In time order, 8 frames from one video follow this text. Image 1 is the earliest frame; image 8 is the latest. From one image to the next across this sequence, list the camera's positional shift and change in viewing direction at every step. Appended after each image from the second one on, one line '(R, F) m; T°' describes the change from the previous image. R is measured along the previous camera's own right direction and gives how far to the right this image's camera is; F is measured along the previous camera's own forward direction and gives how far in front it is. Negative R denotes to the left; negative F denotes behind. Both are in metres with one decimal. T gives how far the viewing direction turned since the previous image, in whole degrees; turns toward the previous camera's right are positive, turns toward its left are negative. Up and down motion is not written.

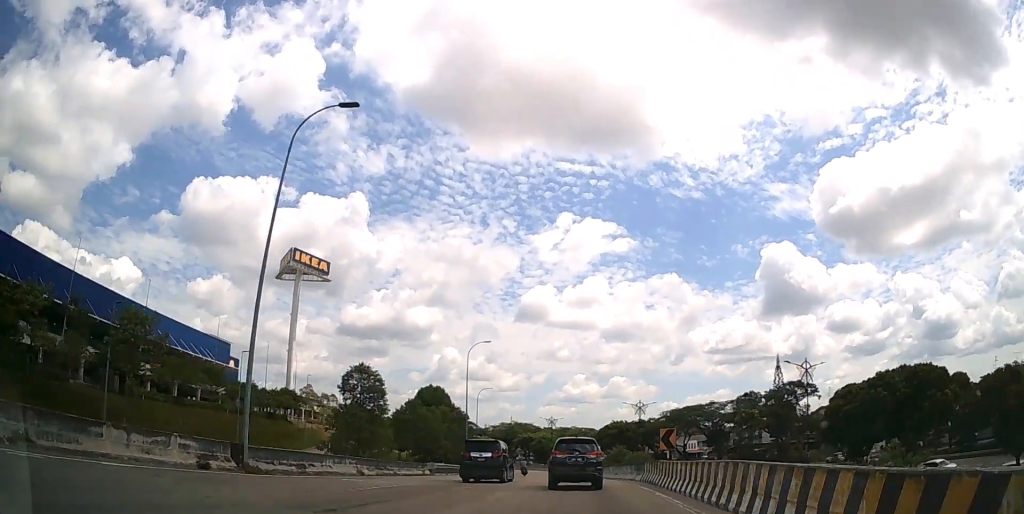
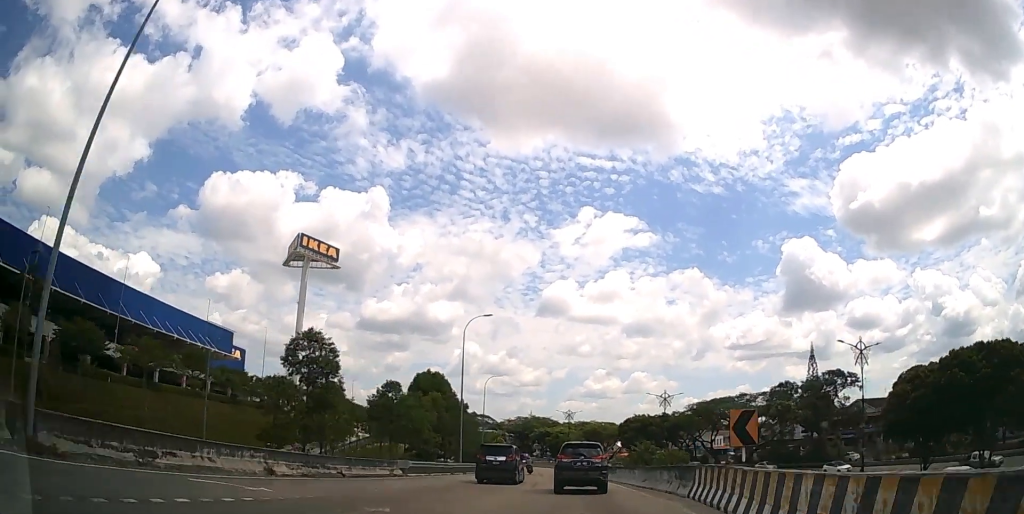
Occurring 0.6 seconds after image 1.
(-0.1, +9.3) m; -2°
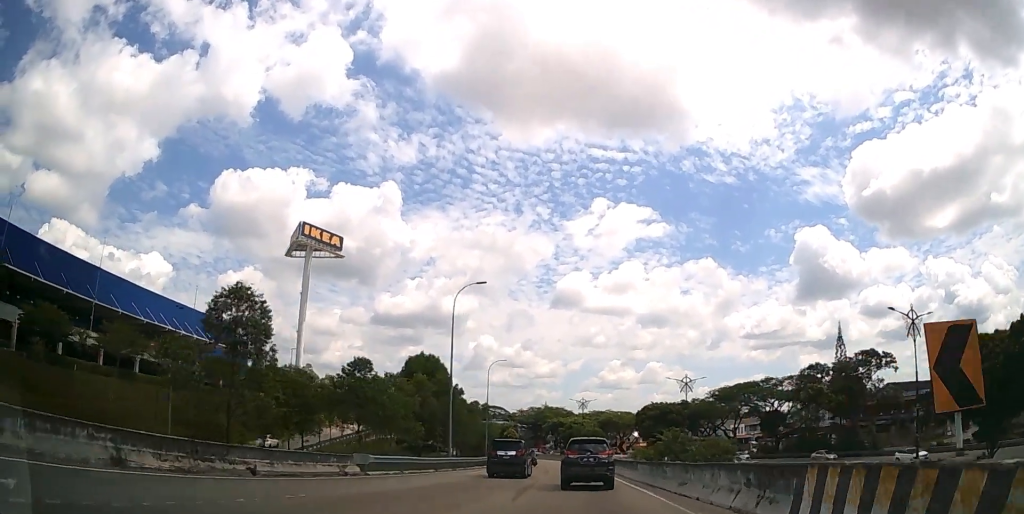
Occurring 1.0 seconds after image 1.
(-0.1, +6.9) m; -1°
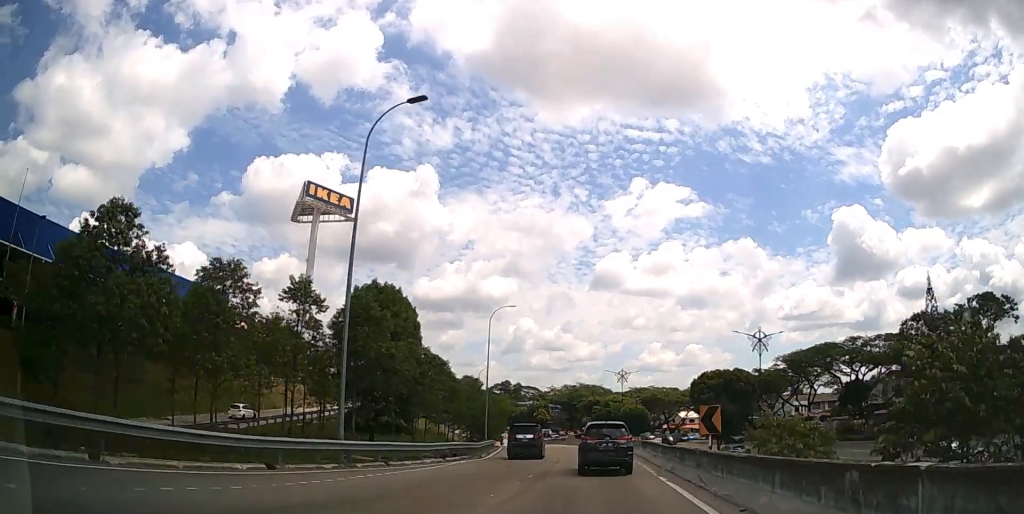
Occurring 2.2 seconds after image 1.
(-0.8, +20.7) m; -4°
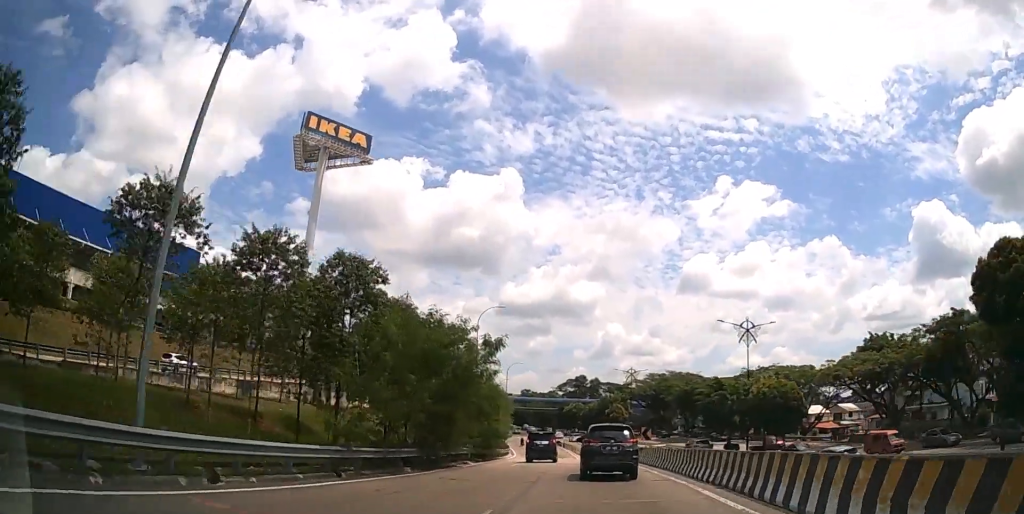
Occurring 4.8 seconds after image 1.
(-3.0, +43.8) m; -9°
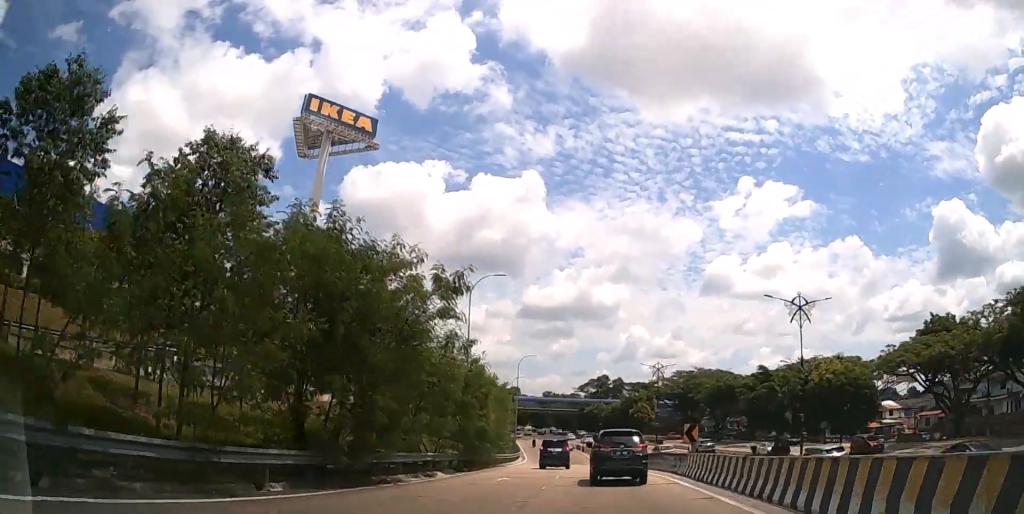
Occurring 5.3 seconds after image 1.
(-0.4, +9.5) m; -2°
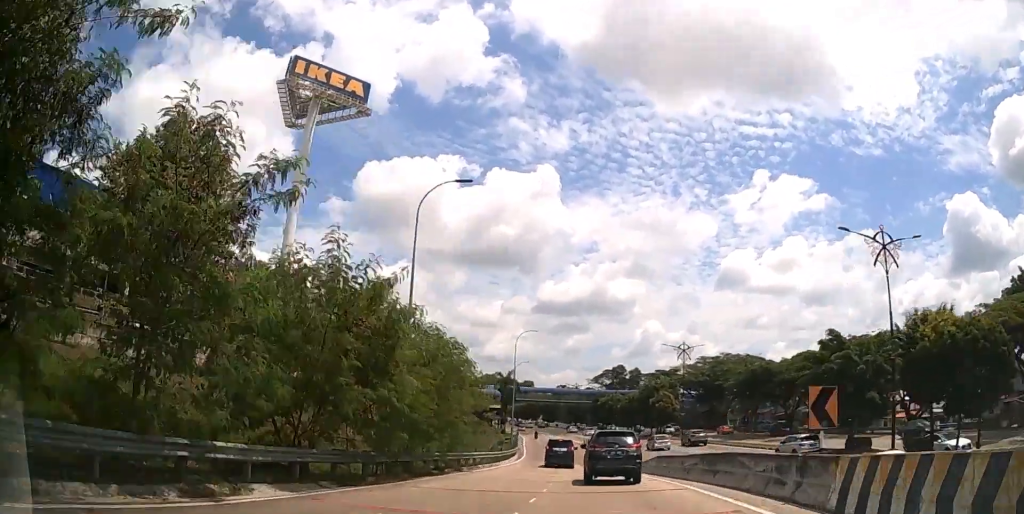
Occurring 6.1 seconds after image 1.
(-0.3, +13.3) m; -2°
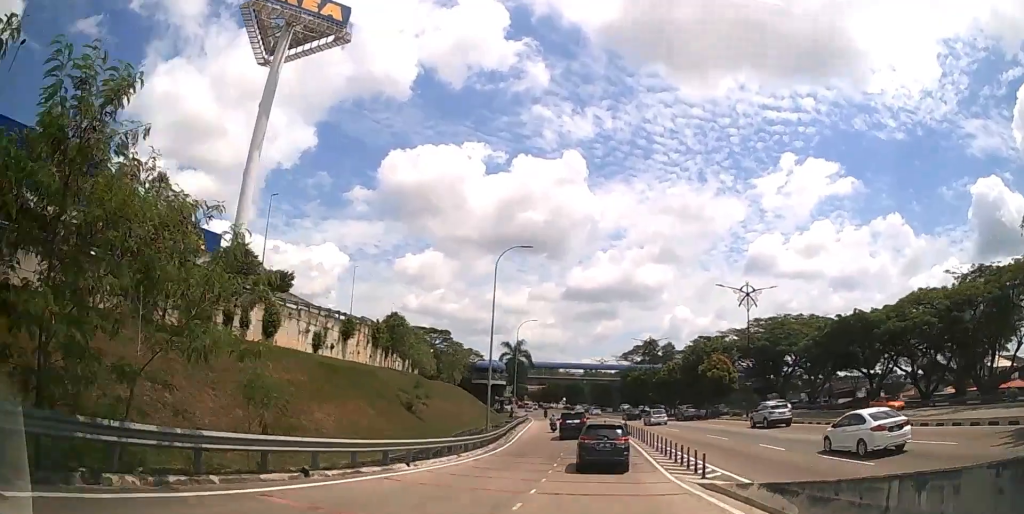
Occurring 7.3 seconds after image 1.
(-0.5, +22.3) m; -2°
